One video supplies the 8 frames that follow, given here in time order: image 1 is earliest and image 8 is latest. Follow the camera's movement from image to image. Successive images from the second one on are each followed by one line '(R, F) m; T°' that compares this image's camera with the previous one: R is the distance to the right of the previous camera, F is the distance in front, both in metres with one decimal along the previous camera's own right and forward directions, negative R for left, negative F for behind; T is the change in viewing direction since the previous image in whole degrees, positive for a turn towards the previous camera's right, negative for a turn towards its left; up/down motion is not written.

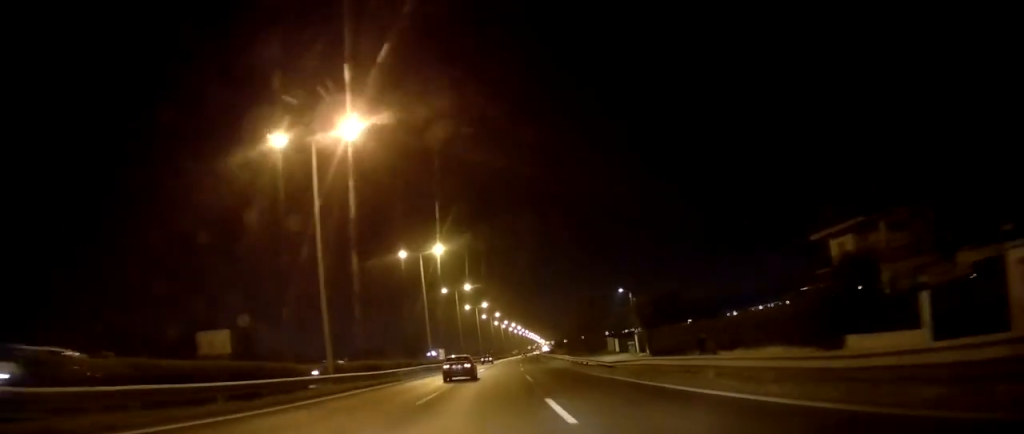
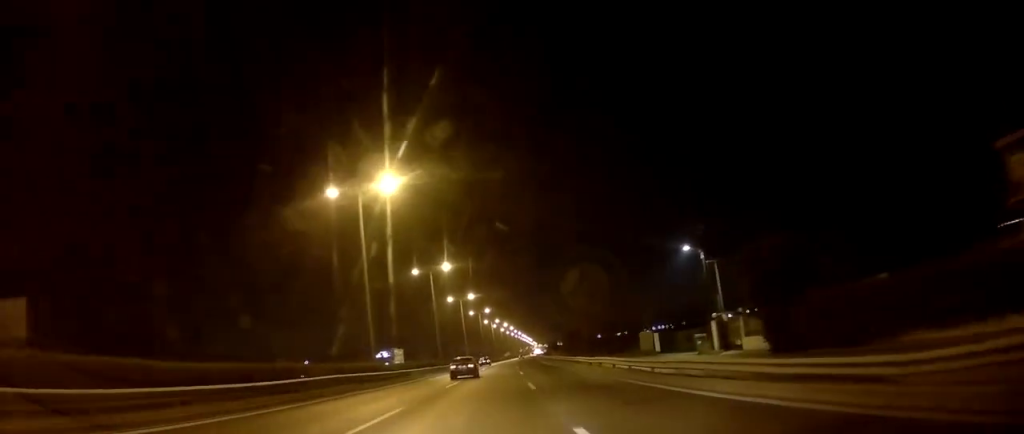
(+0.6, +24.7) m; 0°
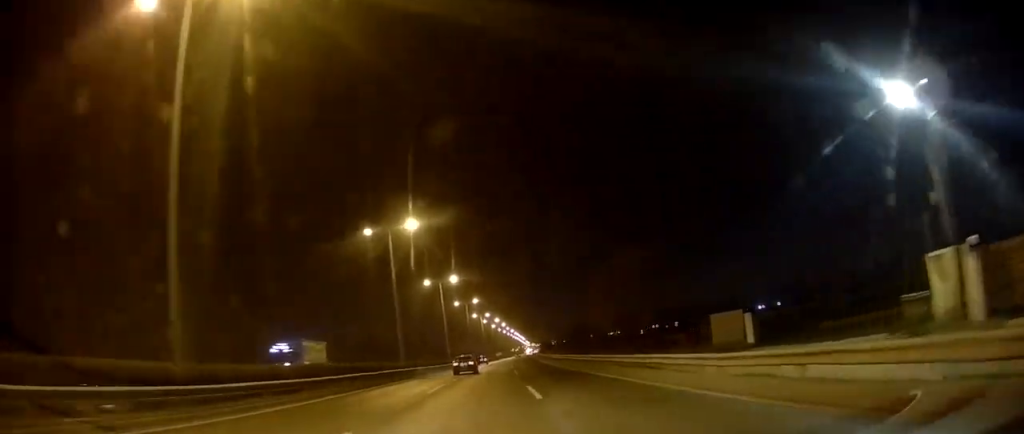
(-0.4, +23.2) m; +1°
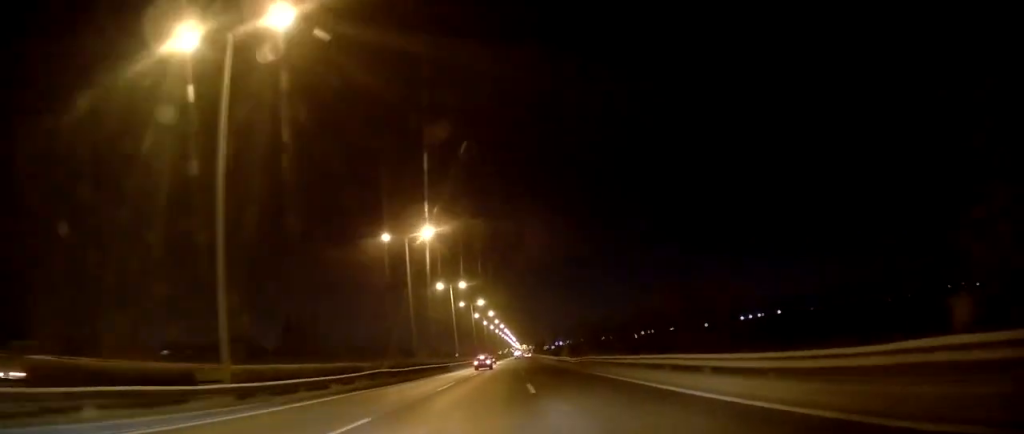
(+1.8, +69.1) m; +3°
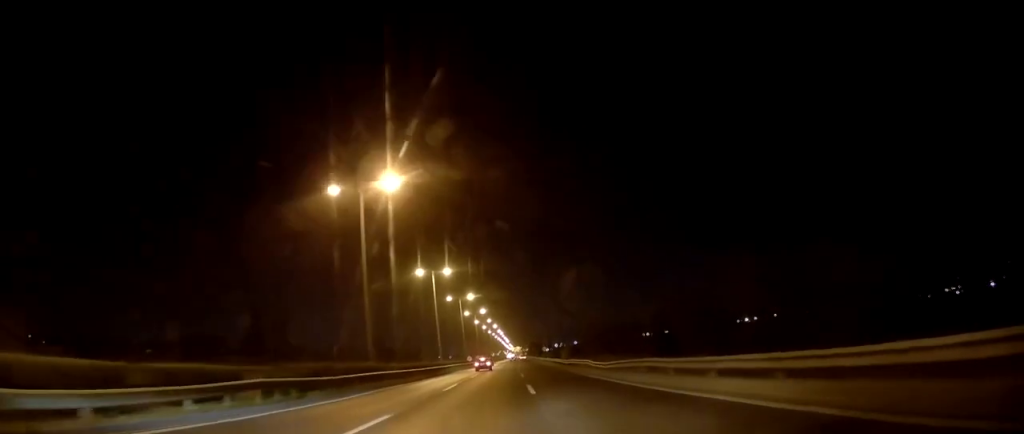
(+0.3, +16.1) m; 0°
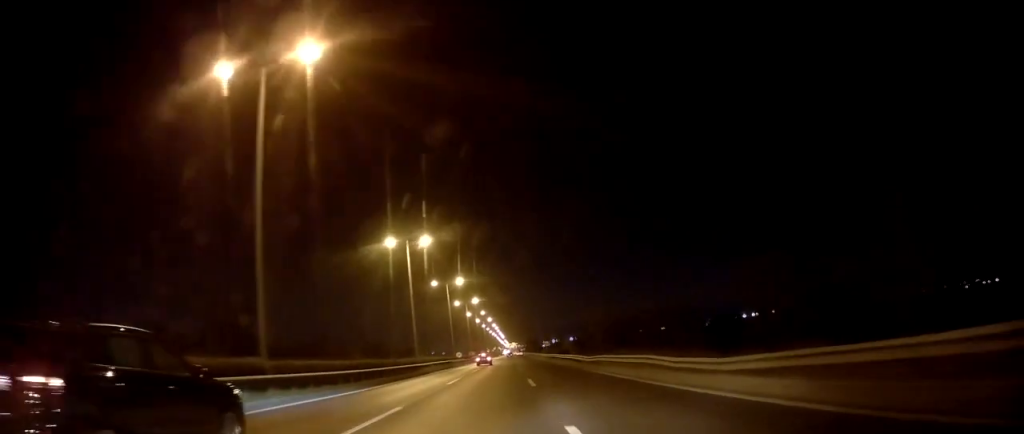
(-0.1, +16.9) m; 0°
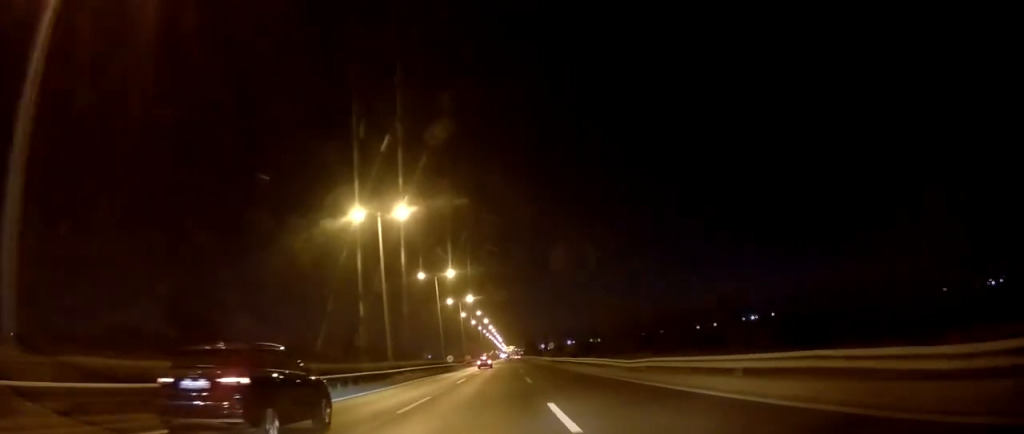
(-0.1, +12.4) m; 0°
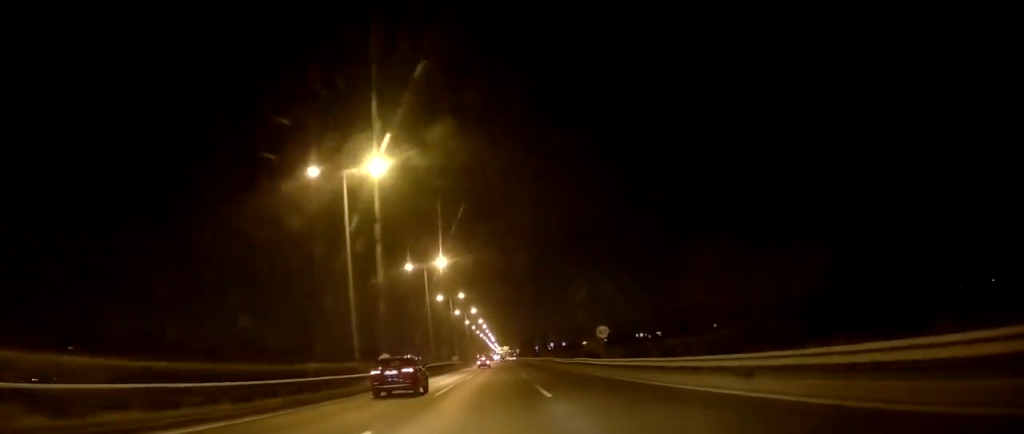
(+0.7, +45.1) m; +1°
